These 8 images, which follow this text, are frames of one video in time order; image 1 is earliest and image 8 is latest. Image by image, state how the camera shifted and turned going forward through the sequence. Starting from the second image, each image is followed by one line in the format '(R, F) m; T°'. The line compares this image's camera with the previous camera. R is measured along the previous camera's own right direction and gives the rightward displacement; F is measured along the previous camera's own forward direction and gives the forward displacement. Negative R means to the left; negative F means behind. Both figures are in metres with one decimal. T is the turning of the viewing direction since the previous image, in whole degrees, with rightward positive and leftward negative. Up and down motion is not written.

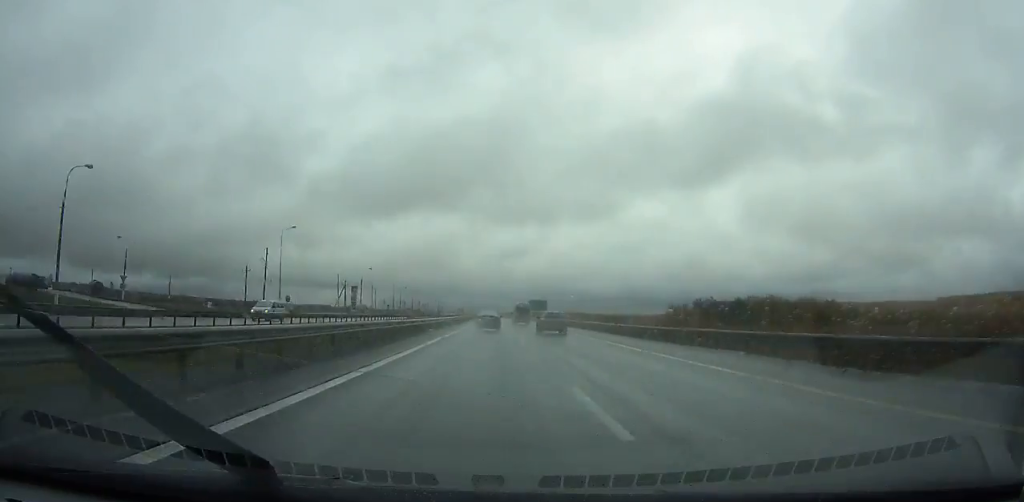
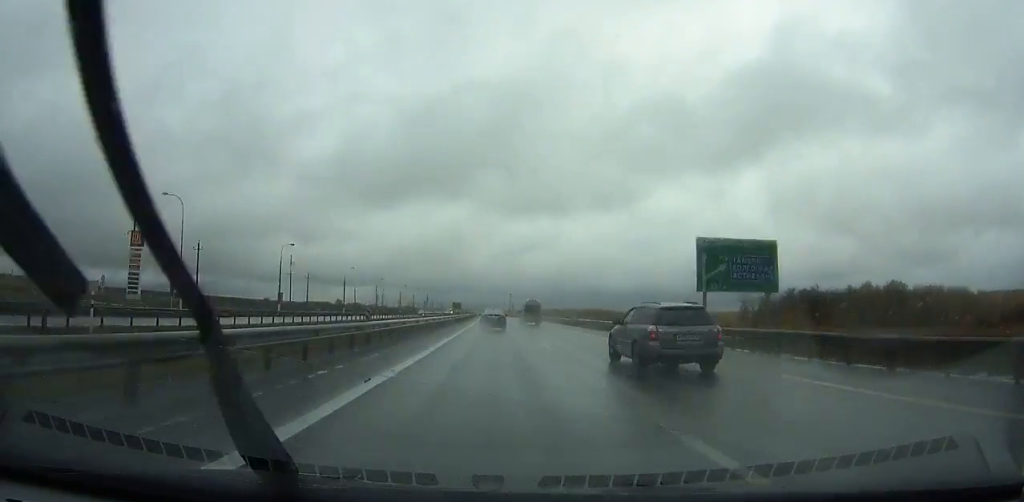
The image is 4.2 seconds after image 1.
(-1.6, +128.4) m; -1°
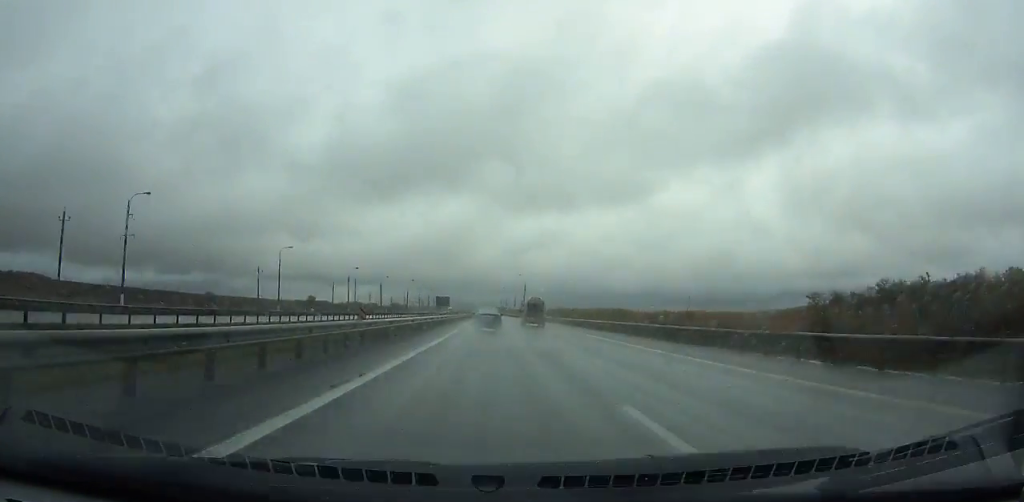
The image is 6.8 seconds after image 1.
(-0.4, +79.6) m; 0°
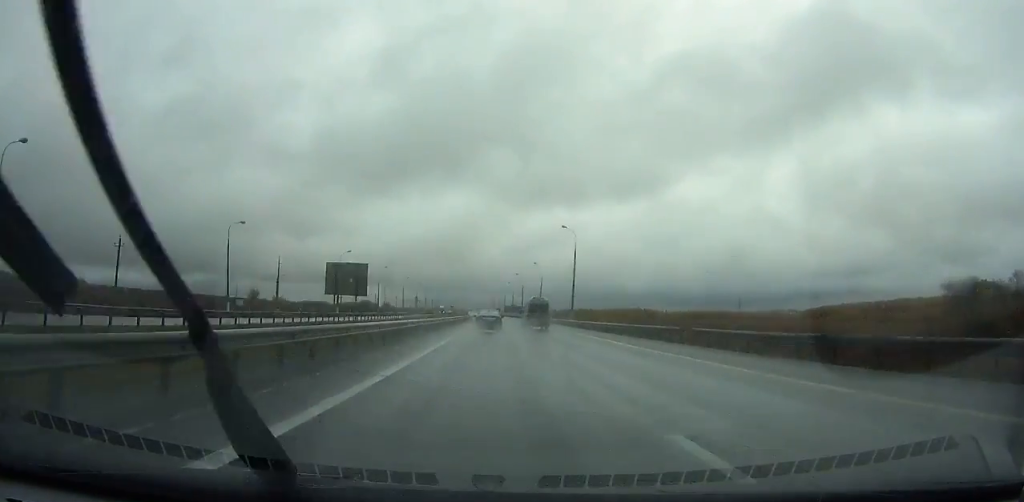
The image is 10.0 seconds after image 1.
(-0.4, +97.6) m; -1°
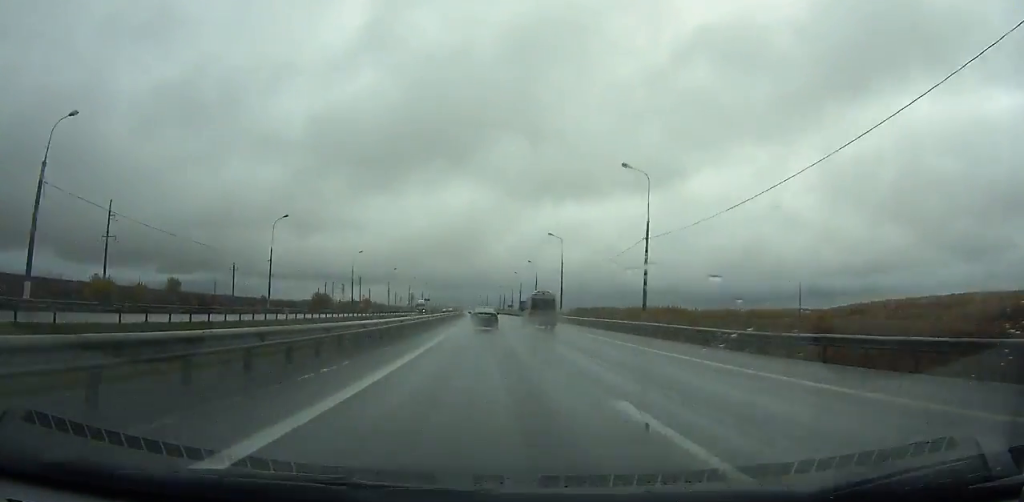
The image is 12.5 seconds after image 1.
(-0.4, +76.3) m; -1°
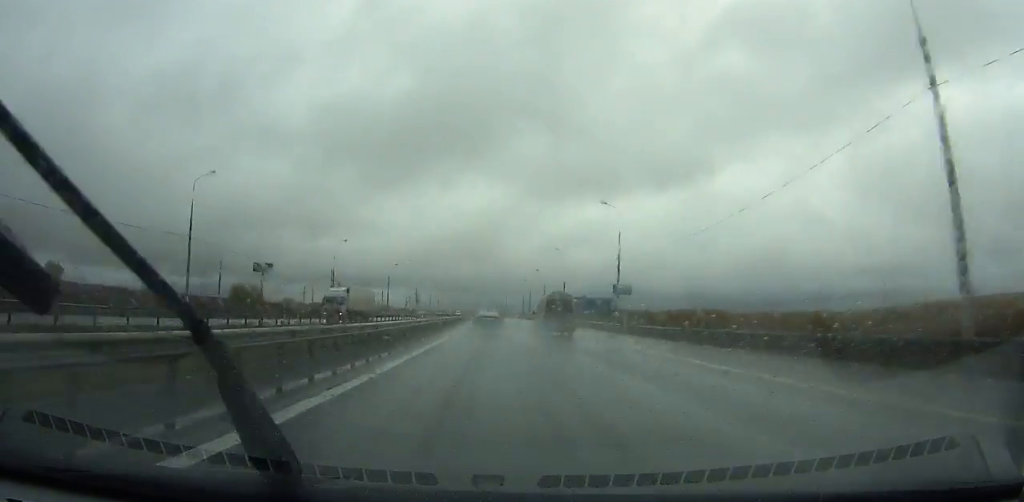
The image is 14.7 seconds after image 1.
(-0.3, +67.2) m; -1°
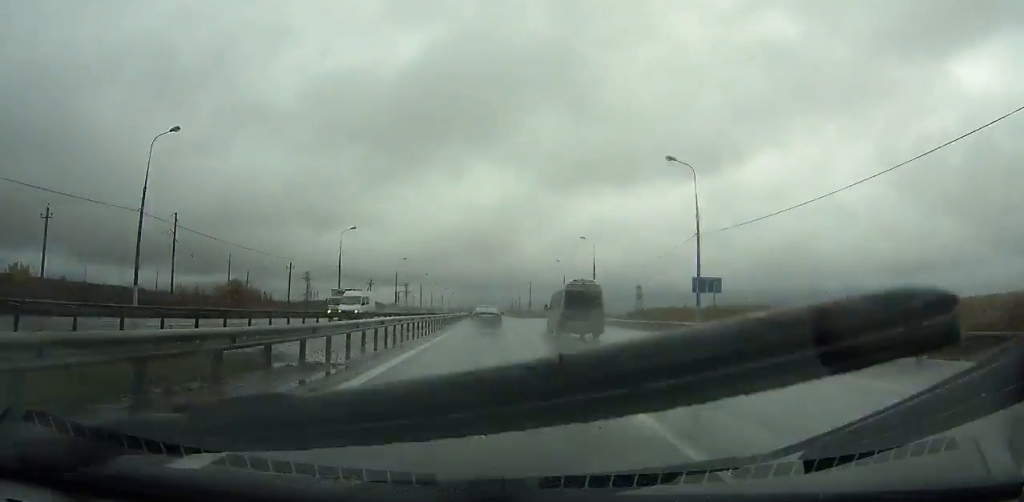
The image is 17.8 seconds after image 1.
(-1.5, +94.5) m; -2°
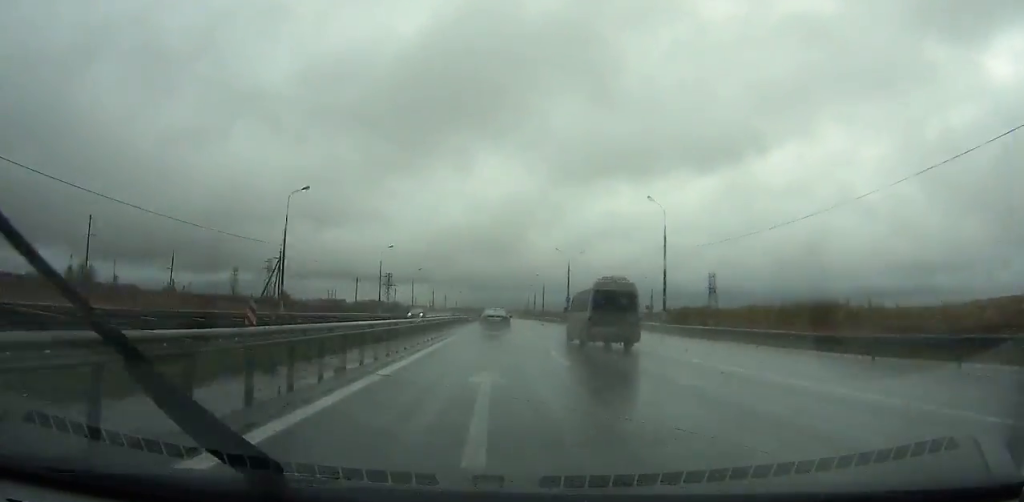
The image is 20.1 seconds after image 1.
(-0.7, +70.1) m; -1°
